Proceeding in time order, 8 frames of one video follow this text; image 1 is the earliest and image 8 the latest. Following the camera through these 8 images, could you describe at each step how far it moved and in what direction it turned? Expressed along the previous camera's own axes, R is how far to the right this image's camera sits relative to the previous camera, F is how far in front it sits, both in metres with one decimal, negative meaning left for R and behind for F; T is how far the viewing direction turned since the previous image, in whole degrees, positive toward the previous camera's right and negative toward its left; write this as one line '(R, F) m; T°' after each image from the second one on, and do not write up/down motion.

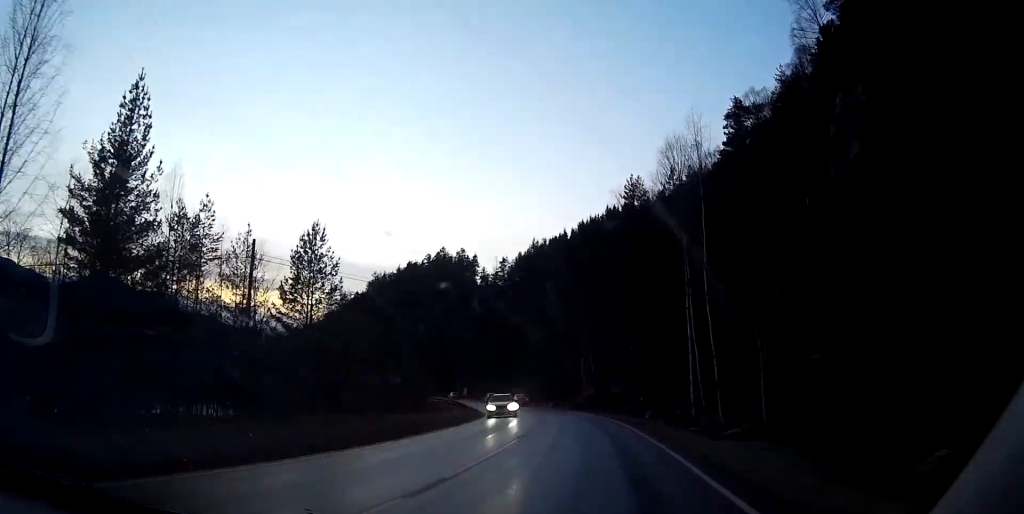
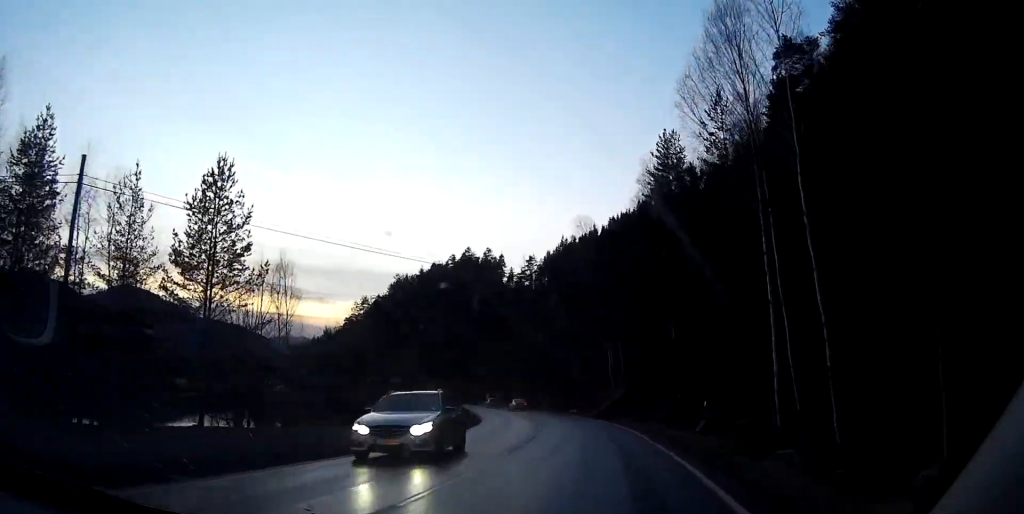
(-0.4, +15.0) m; -2°
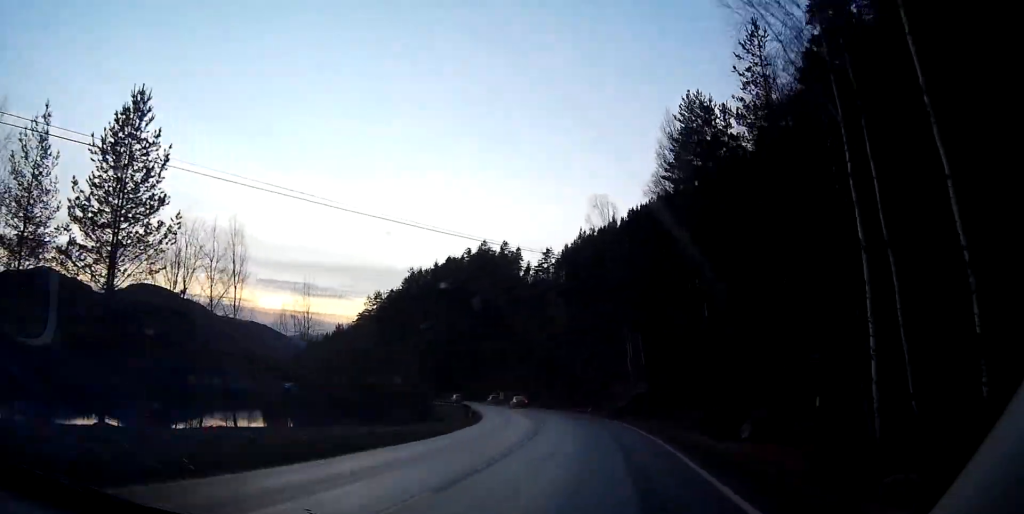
(+0.1, +8.1) m; -1°
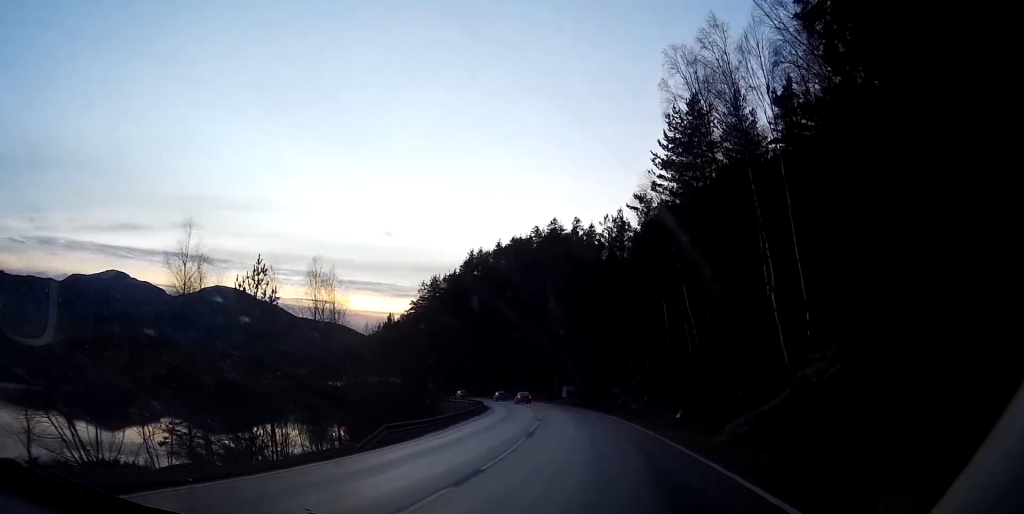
(-0.9, +36.3) m; -3°
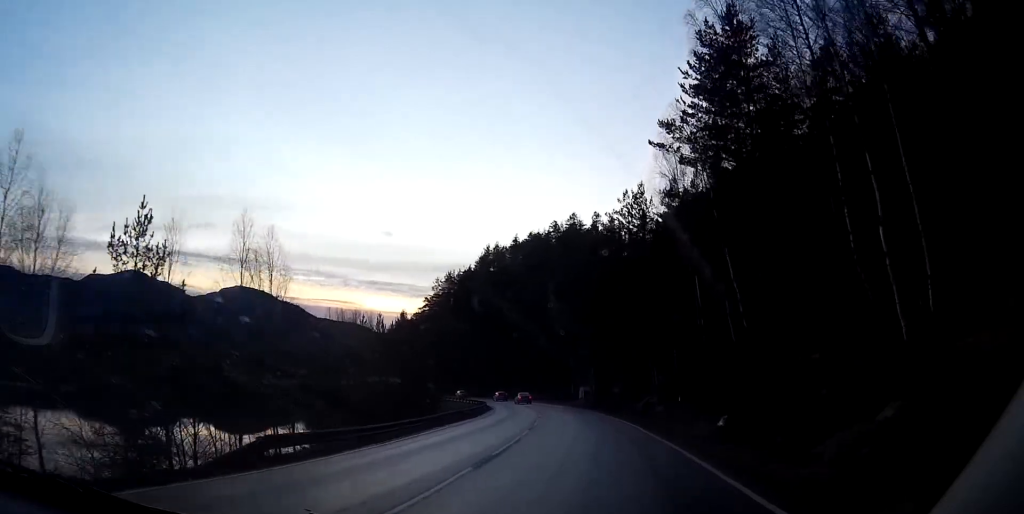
(+0.1, +9.7) m; -1°
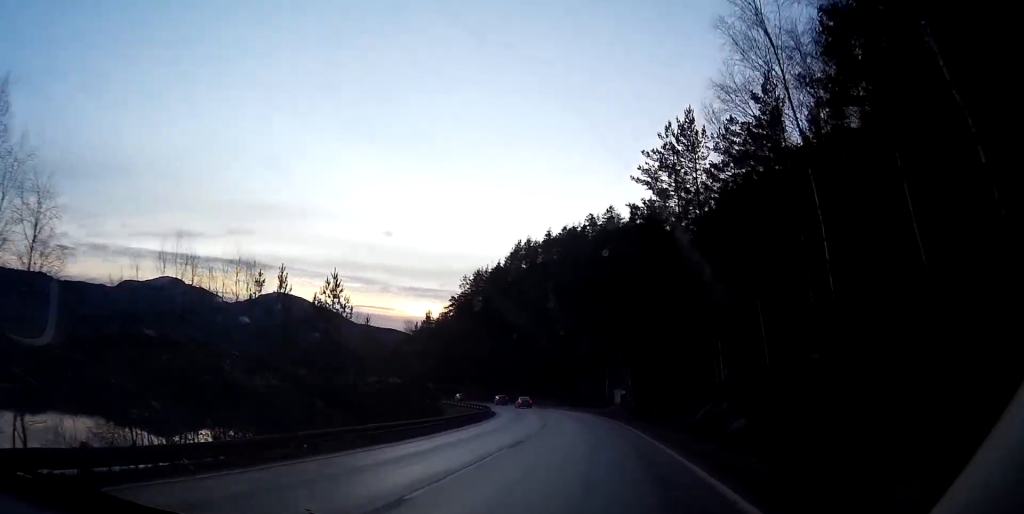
(-0.7, +18.6) m; -1°
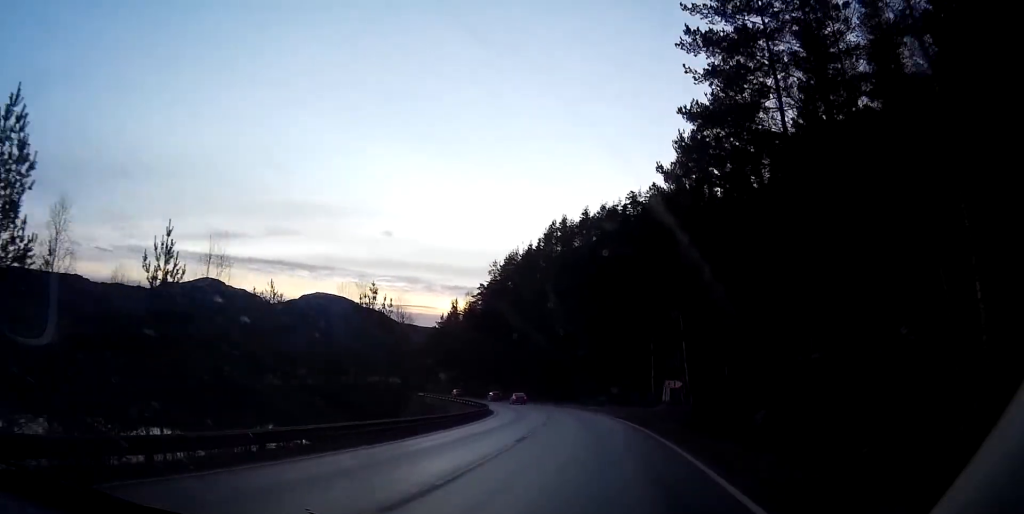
(0.0, +22.8) m; -3°
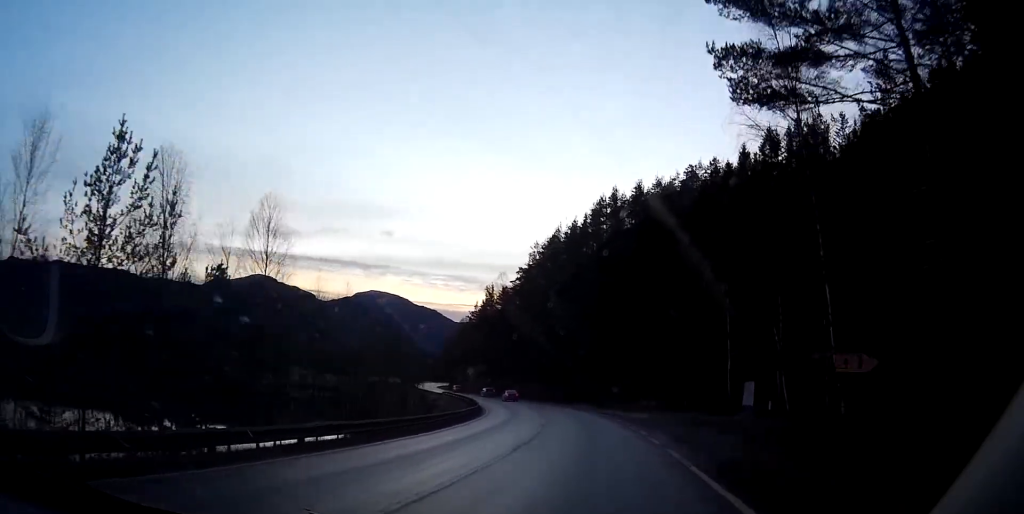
(-2.4, +26.8) m; -11°
